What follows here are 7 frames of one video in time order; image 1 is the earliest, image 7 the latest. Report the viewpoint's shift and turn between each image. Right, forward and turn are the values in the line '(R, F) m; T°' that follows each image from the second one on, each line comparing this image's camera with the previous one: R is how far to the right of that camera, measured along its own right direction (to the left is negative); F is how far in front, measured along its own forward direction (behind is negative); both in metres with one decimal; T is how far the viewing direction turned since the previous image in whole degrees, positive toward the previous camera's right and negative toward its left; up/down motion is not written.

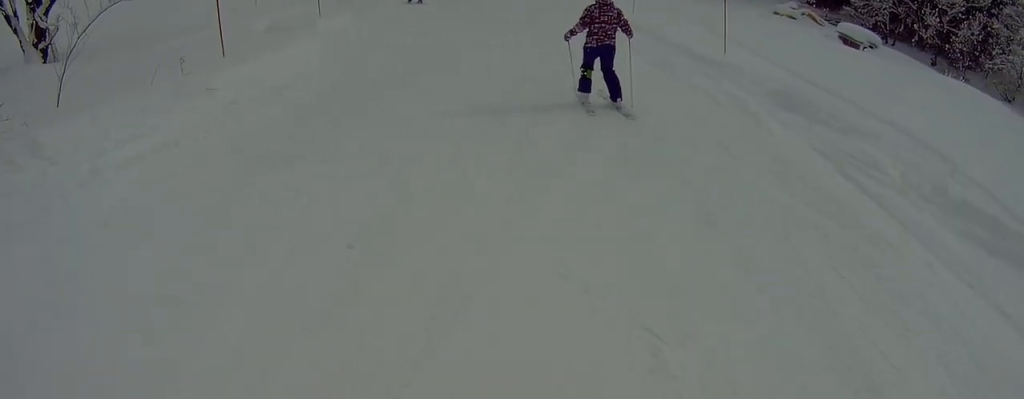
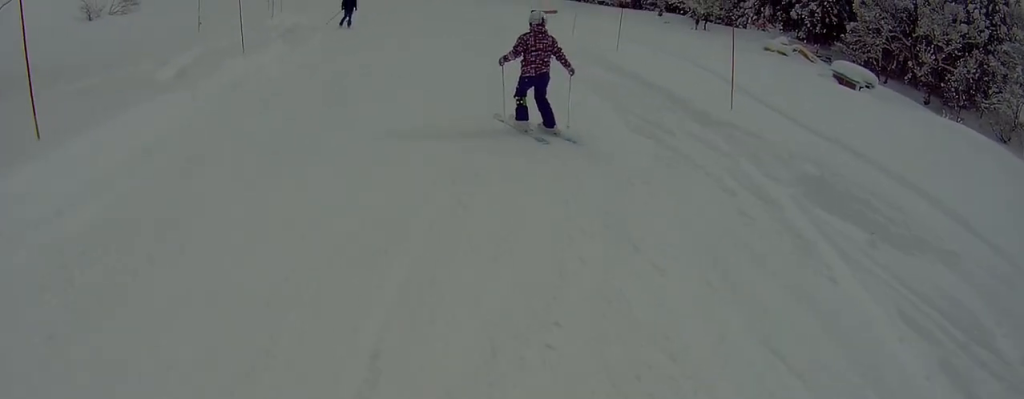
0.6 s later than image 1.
(-0.2, +3.9) m; +5°
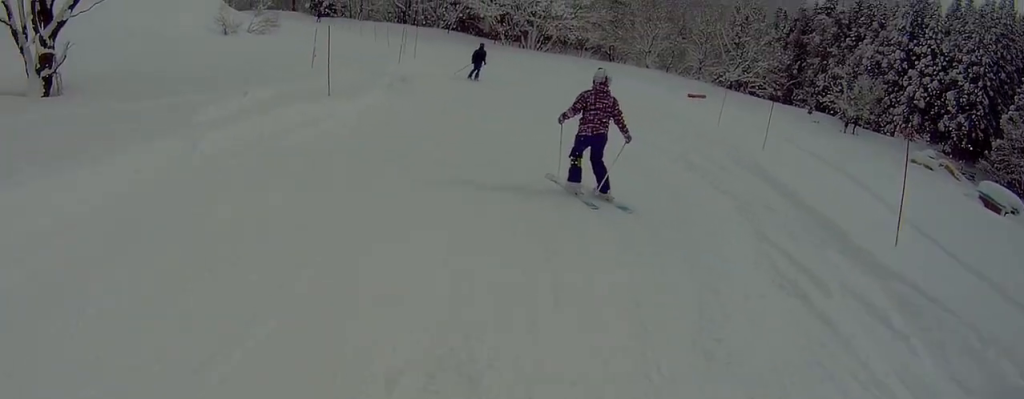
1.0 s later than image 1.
(+0.4, +3.2) m; -3°
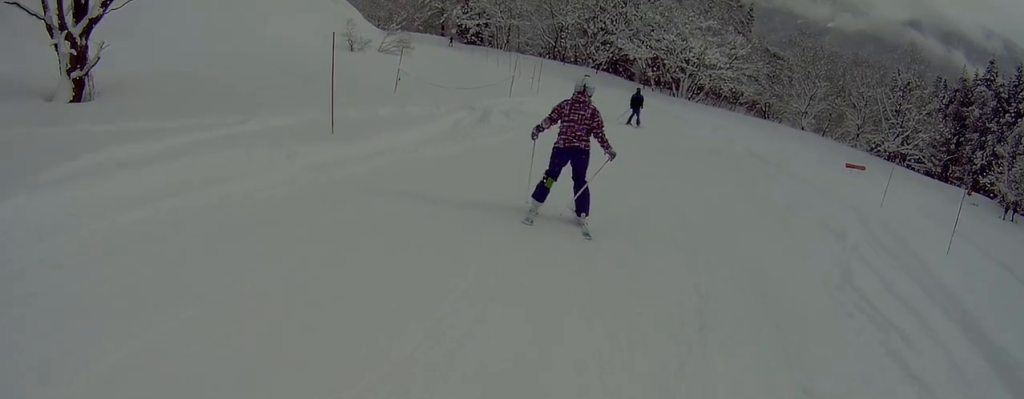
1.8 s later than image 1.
(+0.2, +5.8) m; -7°
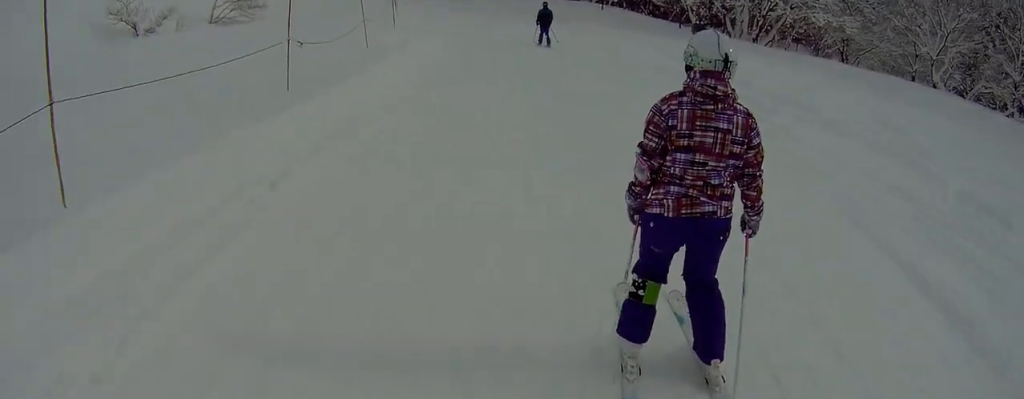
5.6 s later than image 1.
(-6.0, +30.5) m; -23°
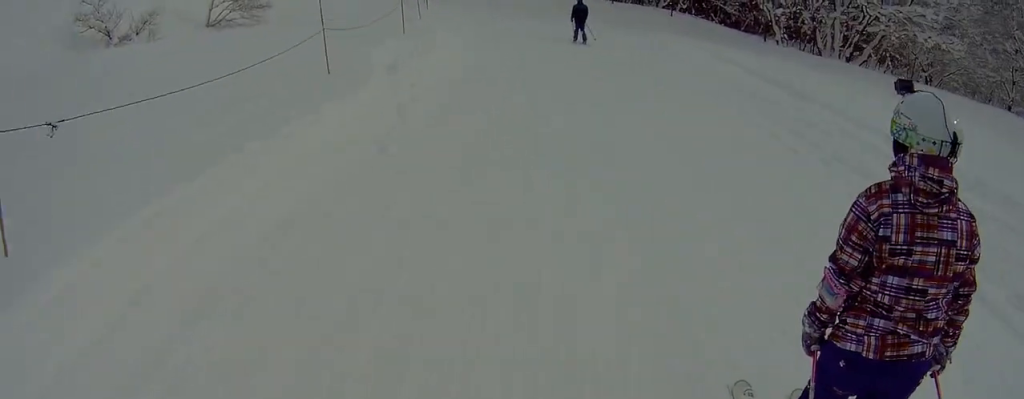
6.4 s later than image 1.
(-1.1, +6.5) m; -8°
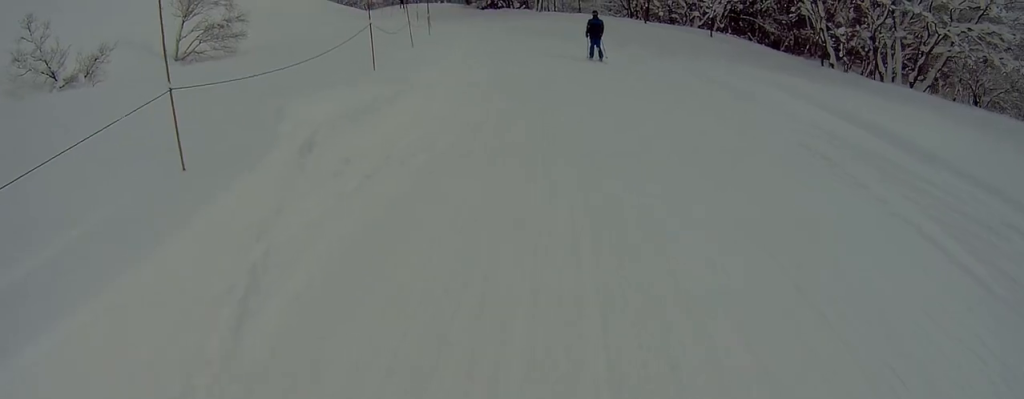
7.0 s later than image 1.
(-0.2, +5.1) m; -2°
